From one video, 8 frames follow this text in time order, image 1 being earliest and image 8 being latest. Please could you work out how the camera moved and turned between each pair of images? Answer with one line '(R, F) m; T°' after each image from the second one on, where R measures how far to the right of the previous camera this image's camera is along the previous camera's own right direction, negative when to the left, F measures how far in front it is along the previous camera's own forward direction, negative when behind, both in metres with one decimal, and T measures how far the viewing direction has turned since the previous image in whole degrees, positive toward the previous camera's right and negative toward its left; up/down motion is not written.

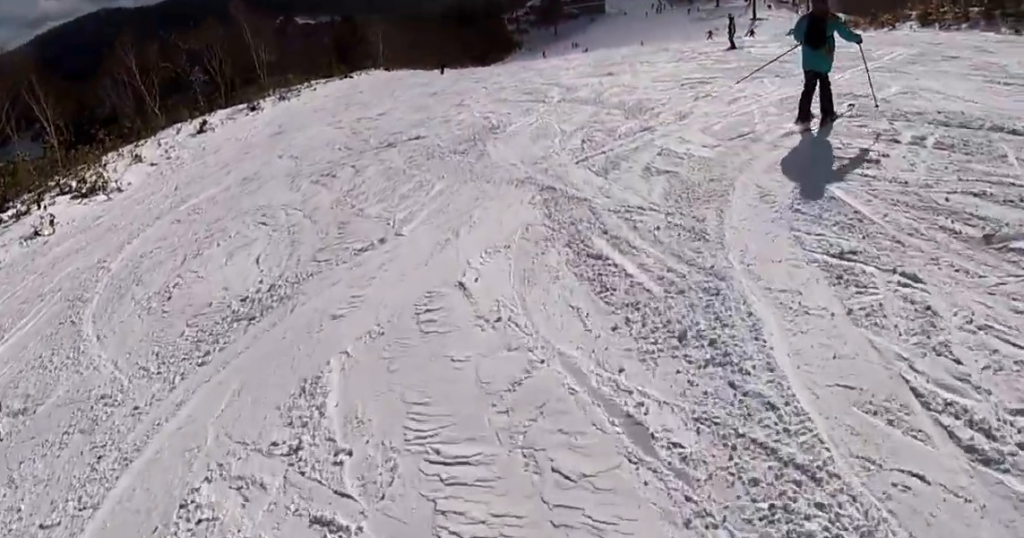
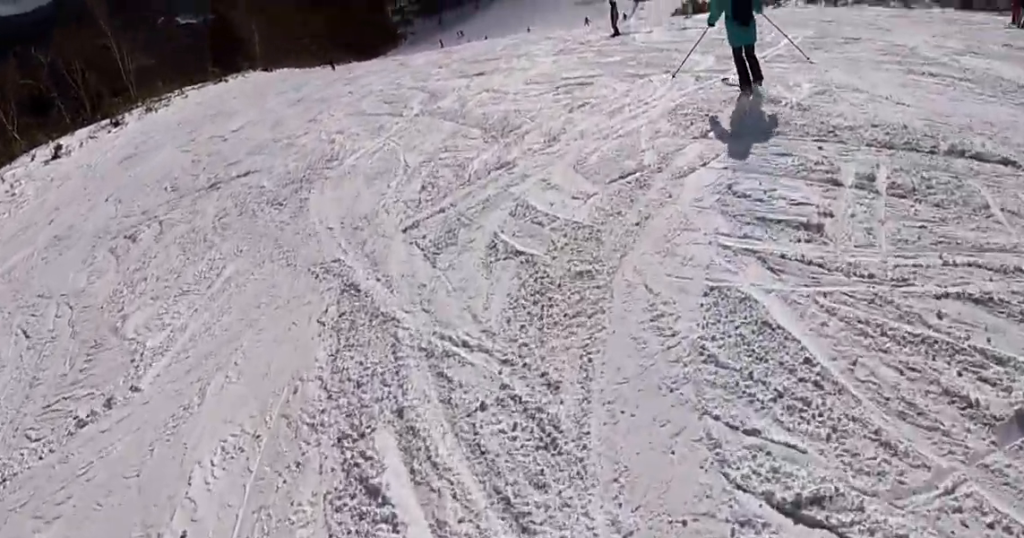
(+0.1, +2.4) m; -3°
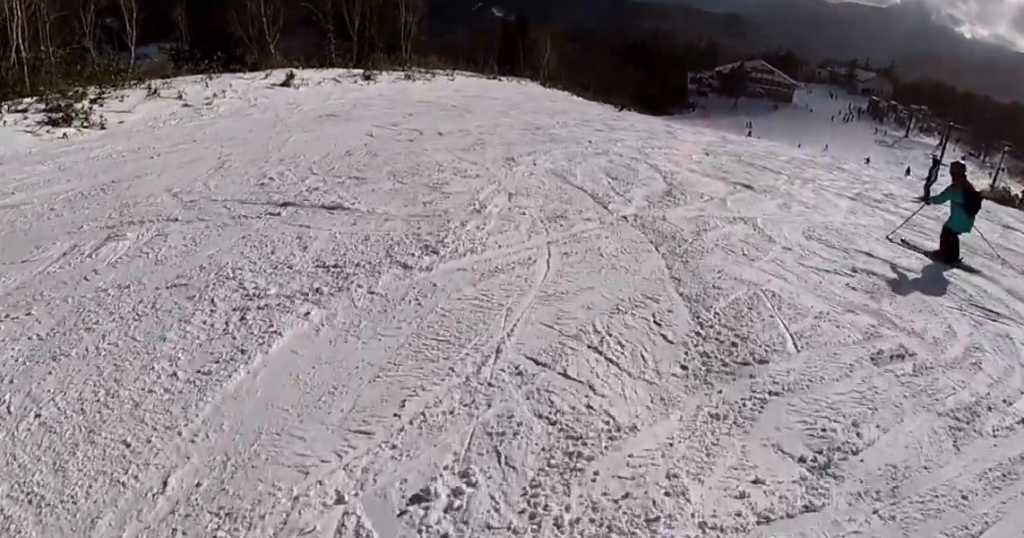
(-1.0, +4.7) m; -12°
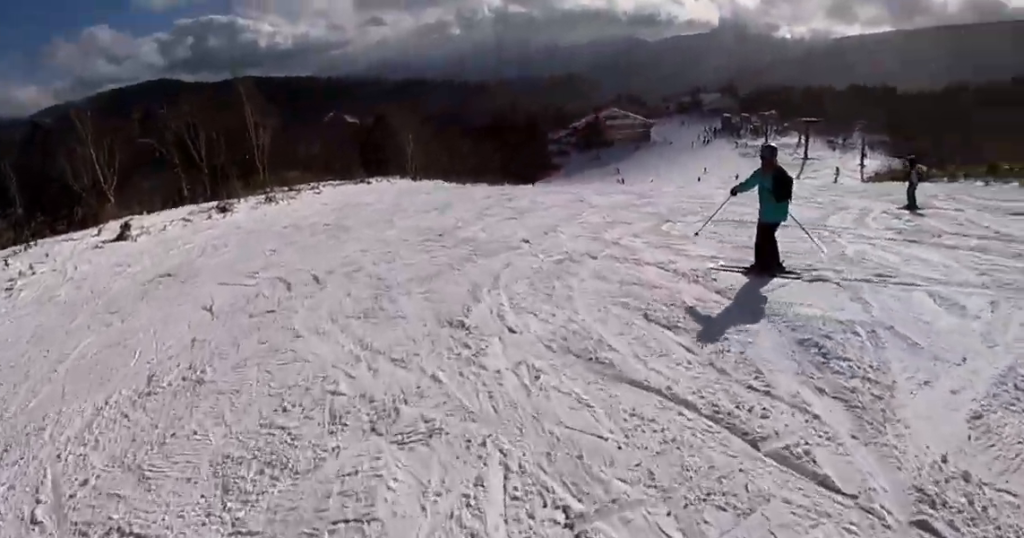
(+0.1, +5.9) m; +16°
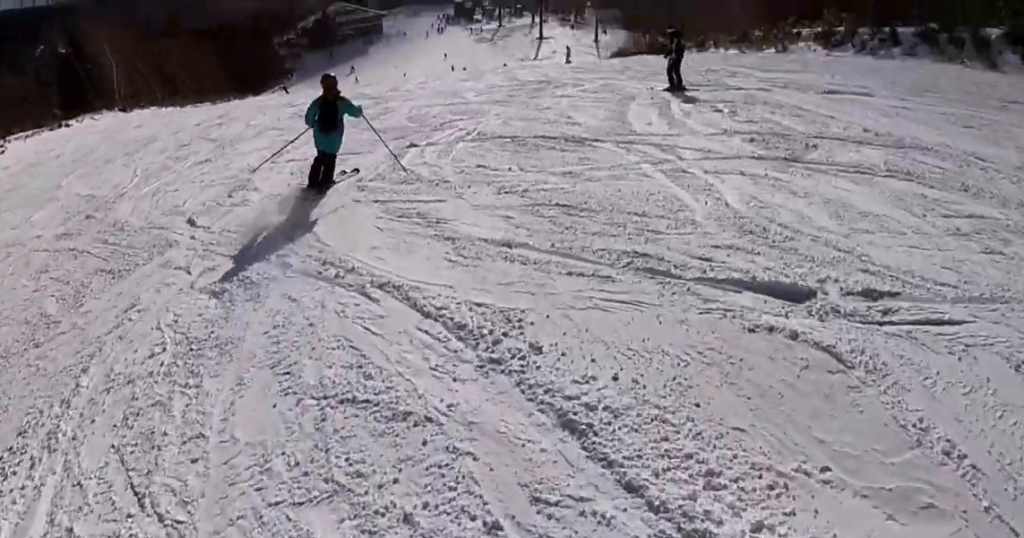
(+0.9, +4.8) m; +2°
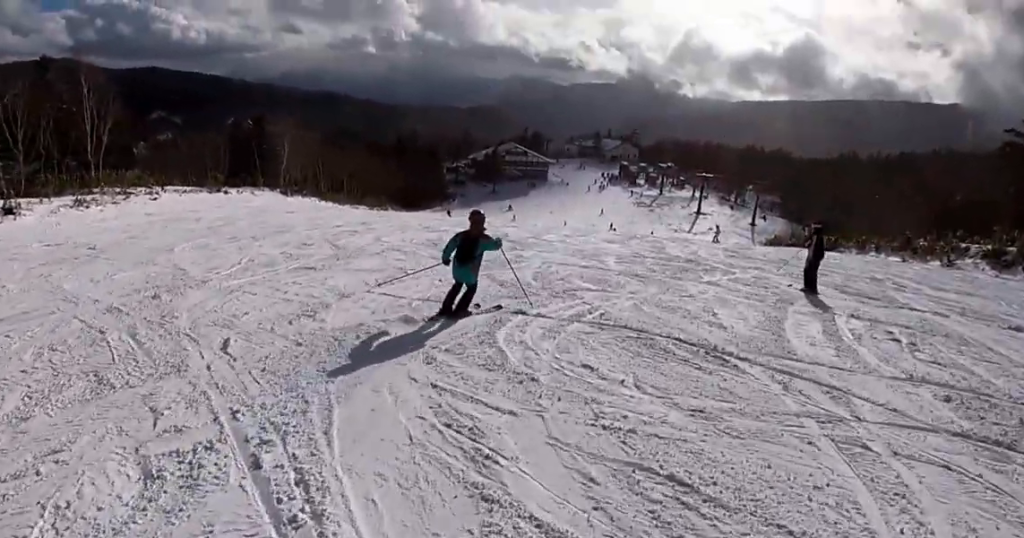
(-0.4, +2.0) m; -3°
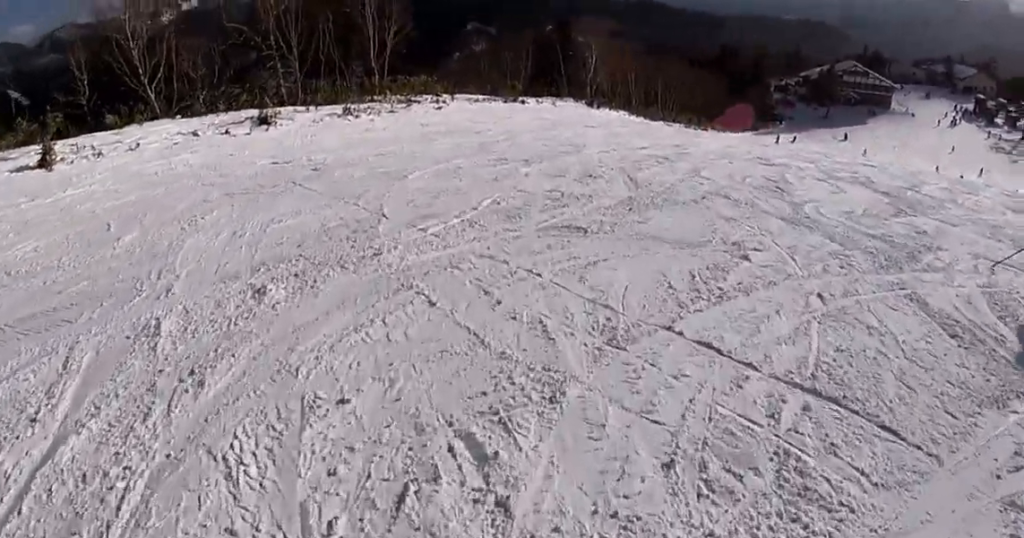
(+0.2, +6.1) m; -1°
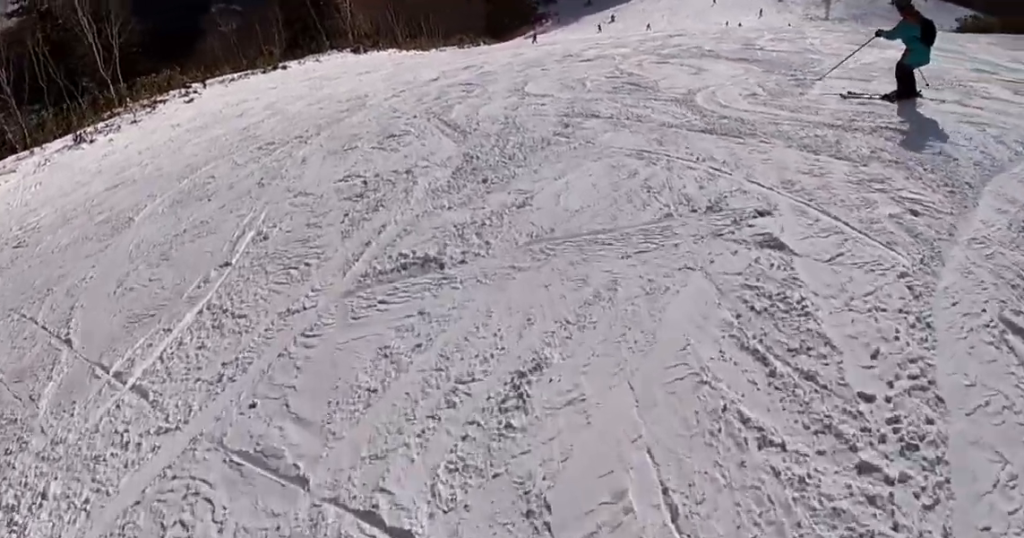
(-0.5, +3.9) m; +4°
